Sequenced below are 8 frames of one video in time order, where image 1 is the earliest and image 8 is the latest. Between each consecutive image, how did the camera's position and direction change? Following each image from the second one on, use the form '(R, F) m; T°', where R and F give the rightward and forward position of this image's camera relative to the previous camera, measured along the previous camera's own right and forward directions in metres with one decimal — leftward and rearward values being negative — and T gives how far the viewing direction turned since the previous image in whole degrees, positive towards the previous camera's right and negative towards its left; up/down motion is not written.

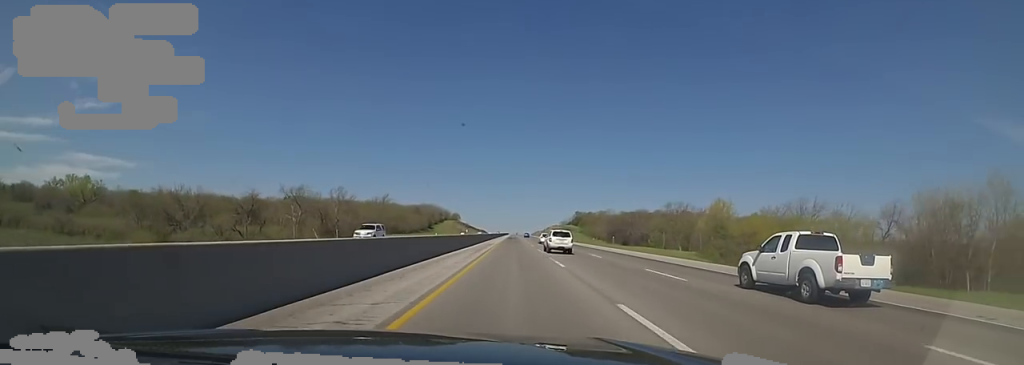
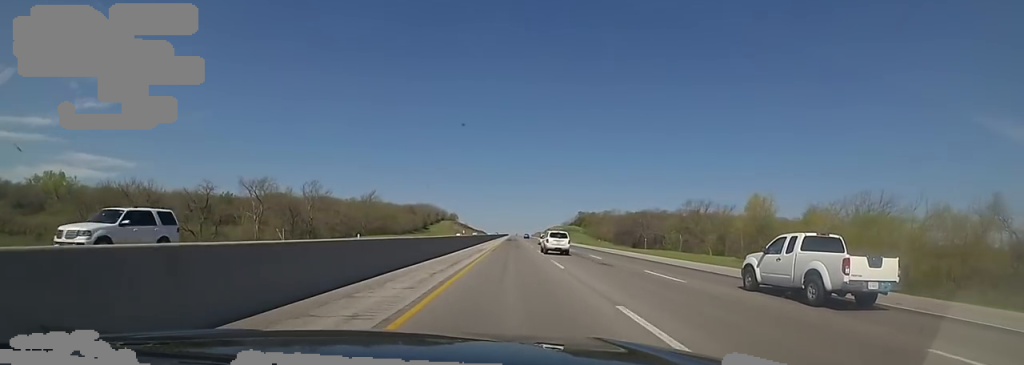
(0.0, +15.3) m; 0°
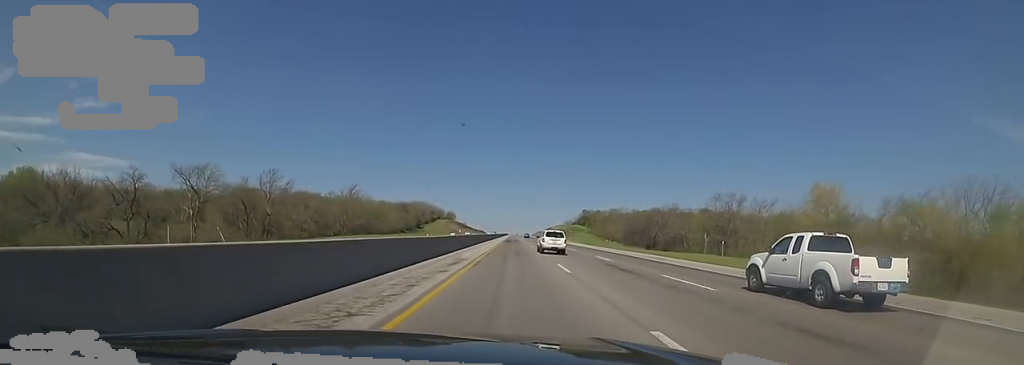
(0.0, +17.6) m; 0°
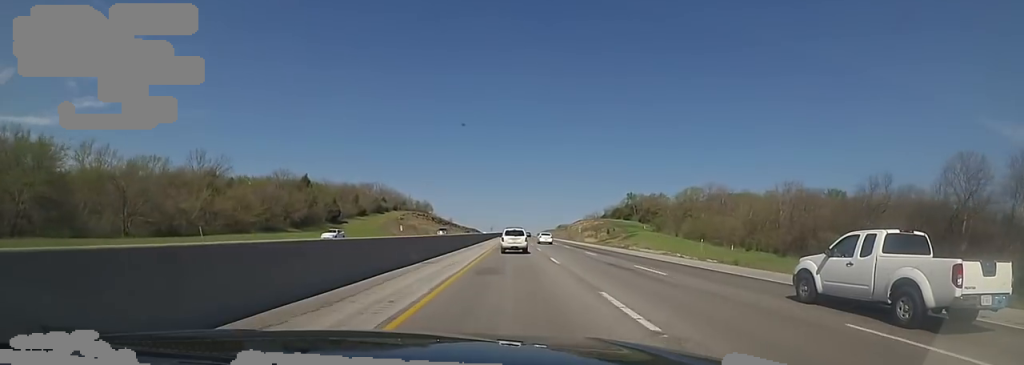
(0.0, +117.4) m; 0°
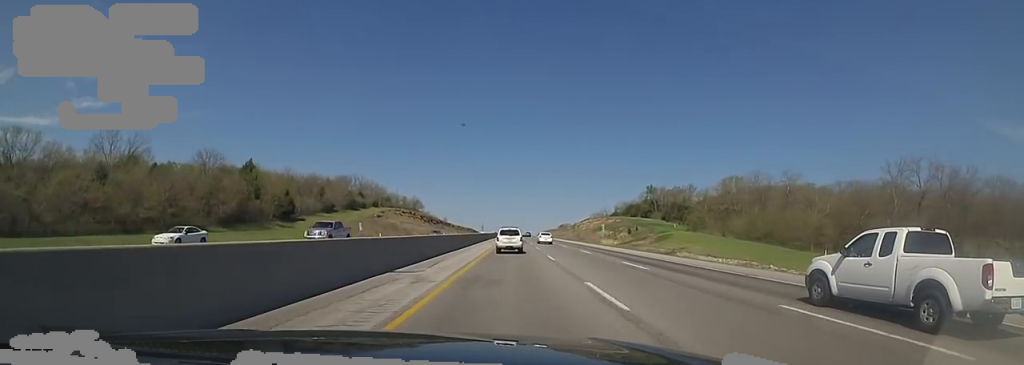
(0.0, +28.3) m; 0°
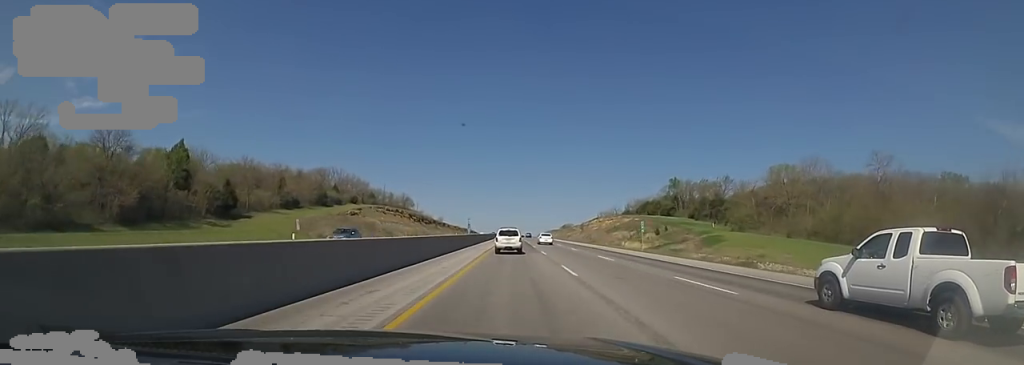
(0.0, +23.4) m; 0°
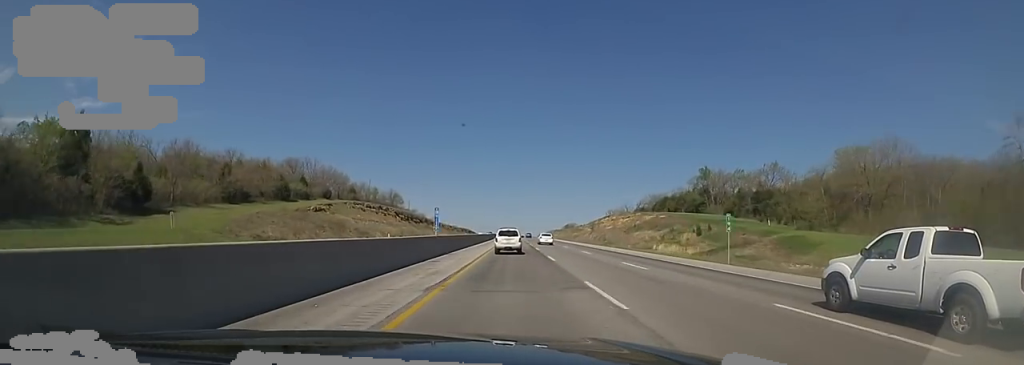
(-0.2, +22.0) m; +1°
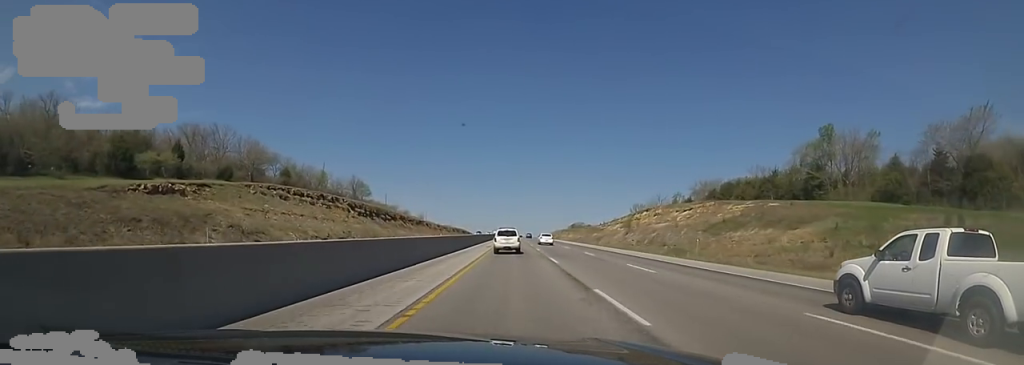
(+1.0, +47.1) m; +1°
